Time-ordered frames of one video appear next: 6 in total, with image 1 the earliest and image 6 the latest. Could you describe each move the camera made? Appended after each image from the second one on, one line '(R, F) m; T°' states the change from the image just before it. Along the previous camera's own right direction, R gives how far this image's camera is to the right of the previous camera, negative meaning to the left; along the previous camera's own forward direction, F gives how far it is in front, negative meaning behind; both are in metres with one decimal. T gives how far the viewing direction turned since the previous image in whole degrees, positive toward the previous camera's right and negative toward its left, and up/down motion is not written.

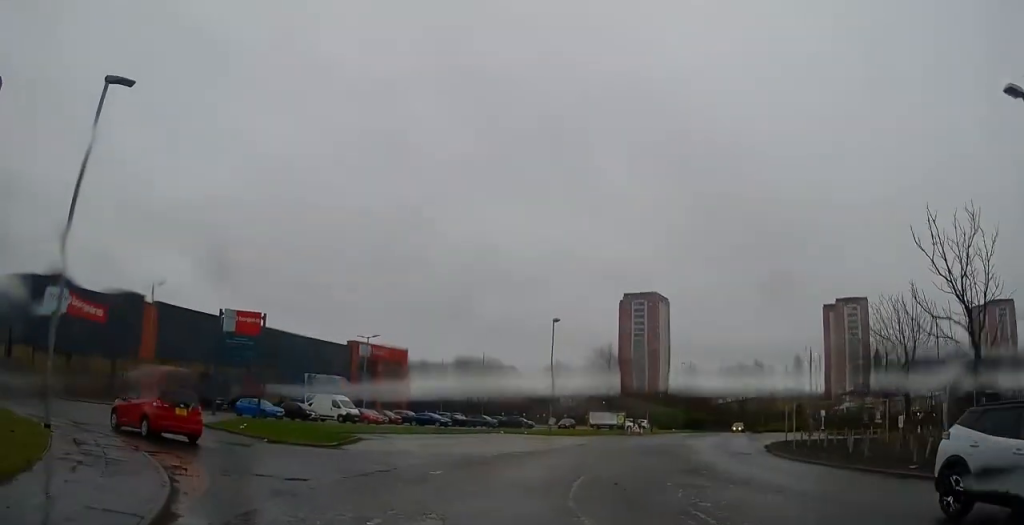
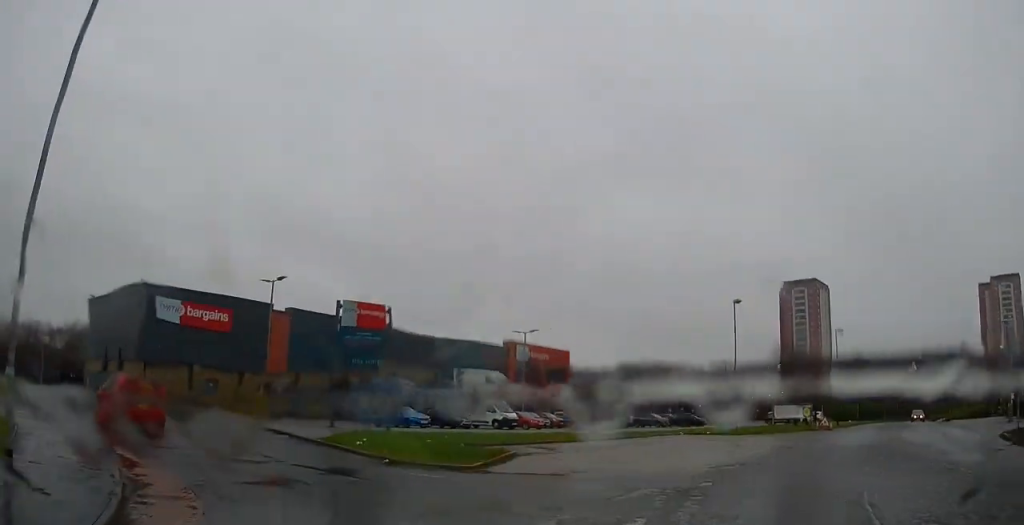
(-0.8, +6.4) m; -26°
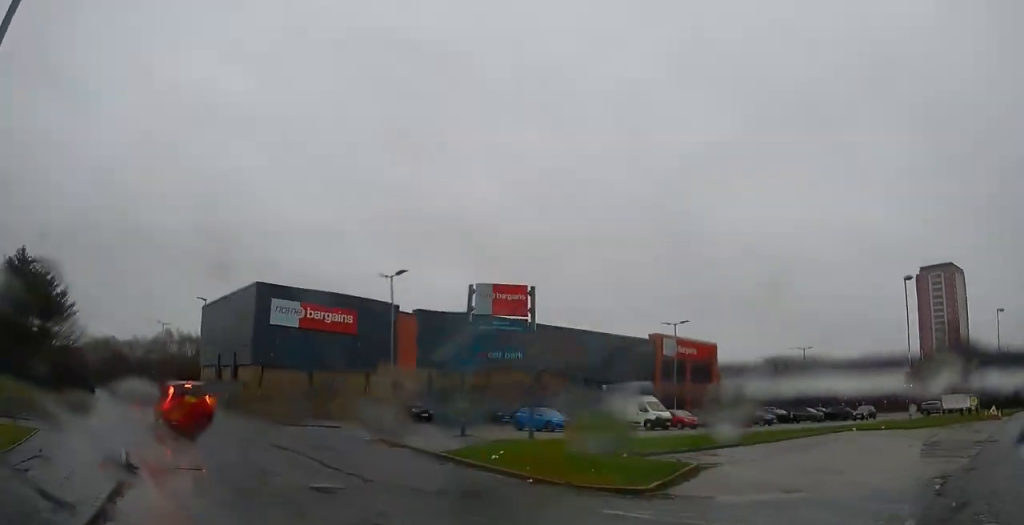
(-1.0, +3.9) m; -18°
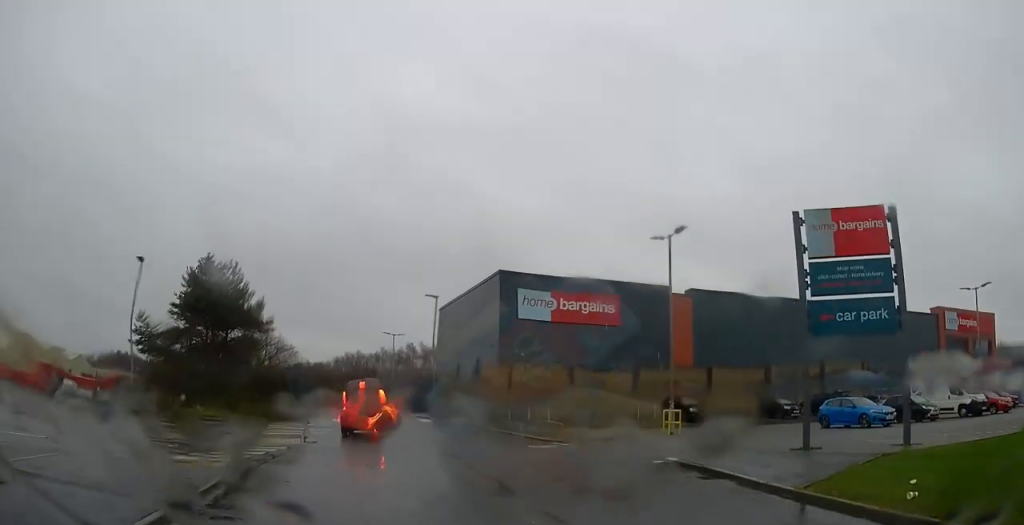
(-1.3, +7.2) m; -11°
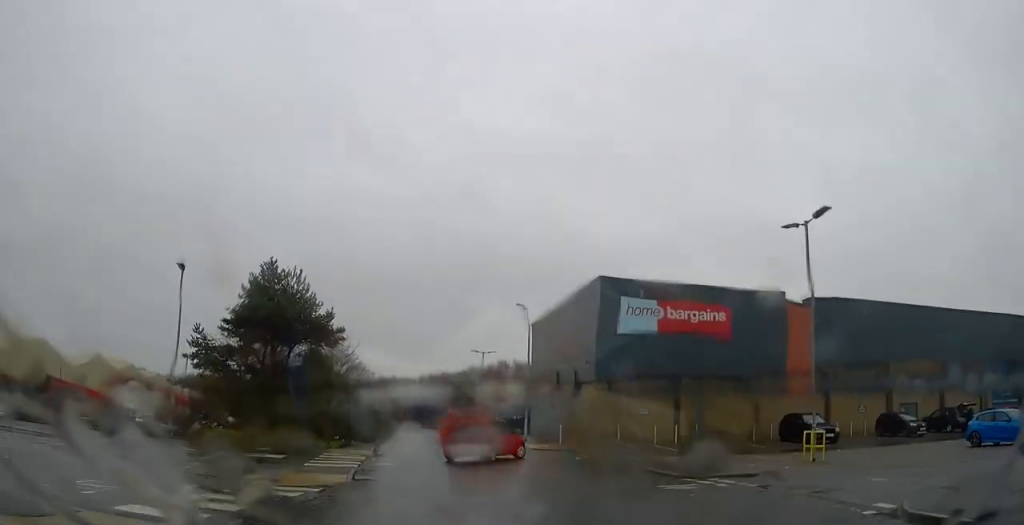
(0.0, +4.9) m; 0°
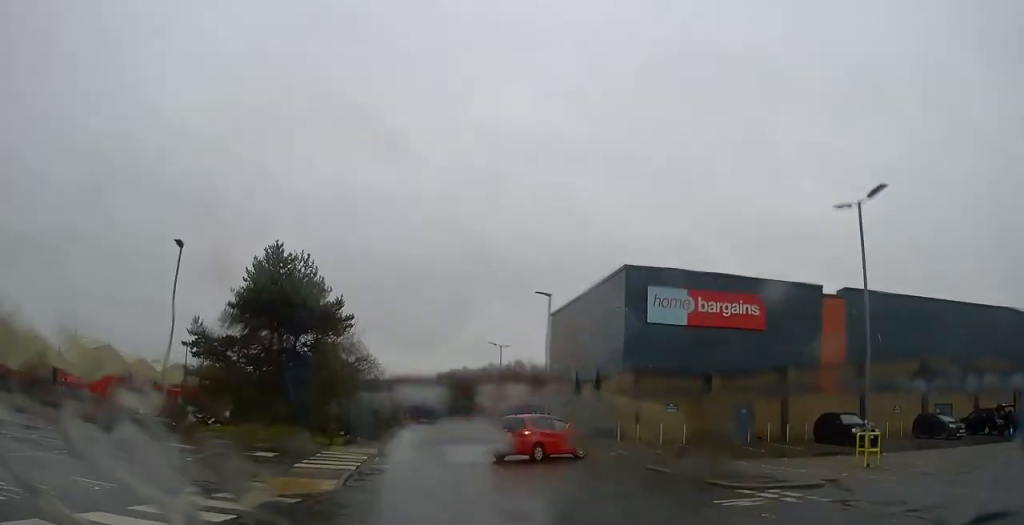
(0.0, +2.4) m; 0°
